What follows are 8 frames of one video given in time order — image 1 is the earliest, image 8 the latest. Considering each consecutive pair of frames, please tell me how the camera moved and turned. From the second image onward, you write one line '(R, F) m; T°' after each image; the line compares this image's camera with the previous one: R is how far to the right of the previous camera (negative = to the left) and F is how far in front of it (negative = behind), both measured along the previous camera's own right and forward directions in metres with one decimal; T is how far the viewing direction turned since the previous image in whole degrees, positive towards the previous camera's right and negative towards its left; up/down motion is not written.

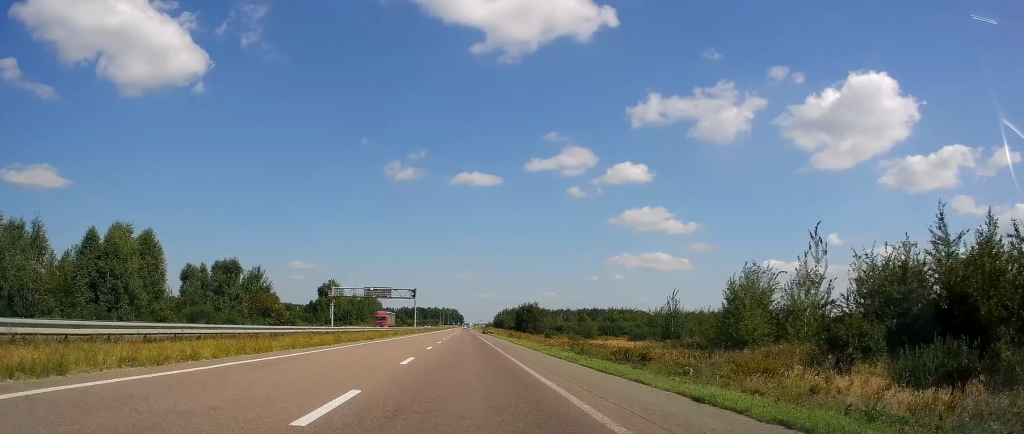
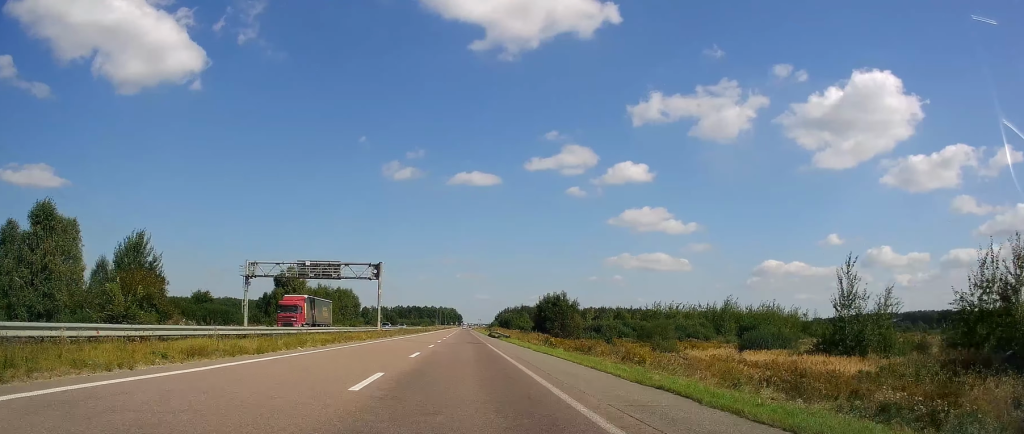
(+0.4, +46.1) m; +1°
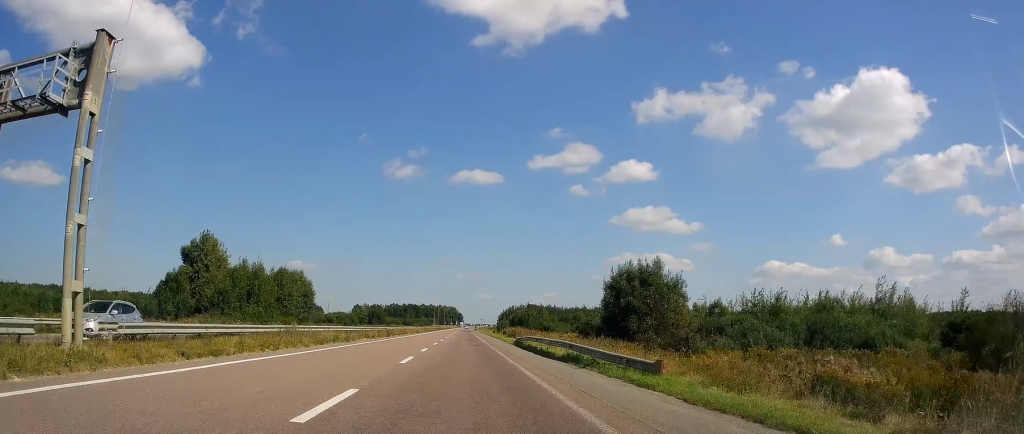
(0.0, +53.1) m; 0°
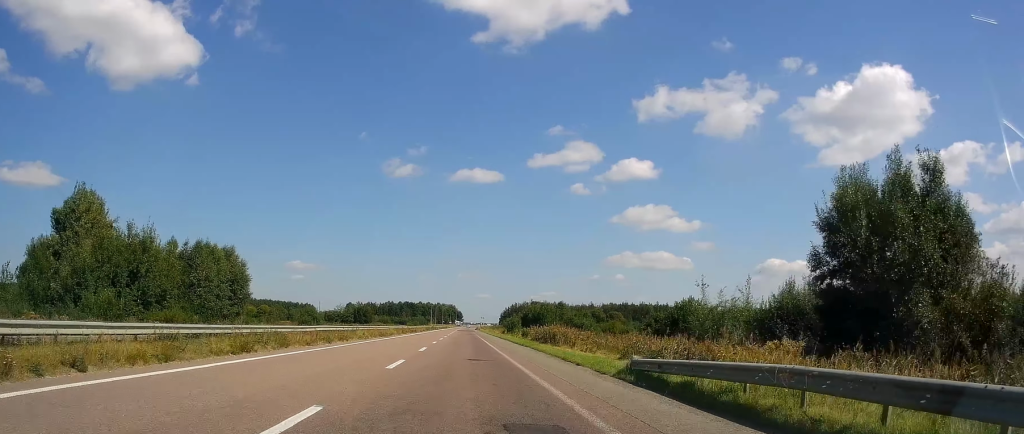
(-0.1, +32.0) m; 0°
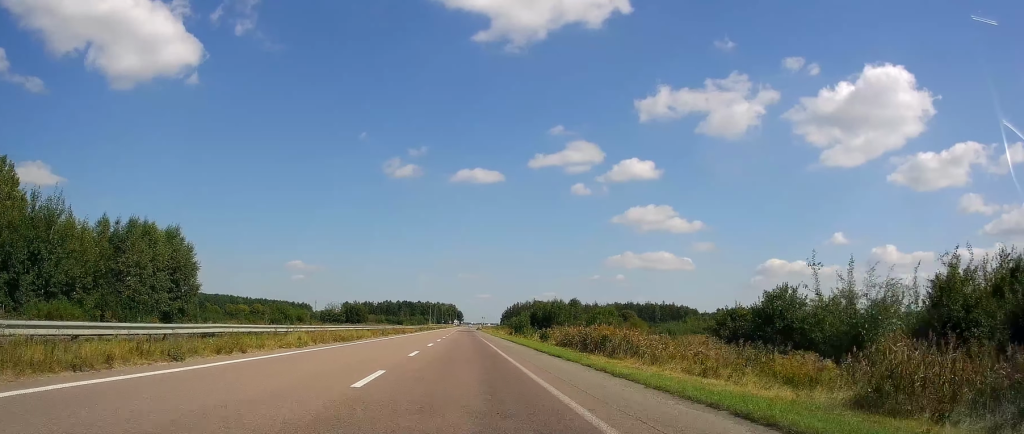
(0.0, +14.3) m; 0°
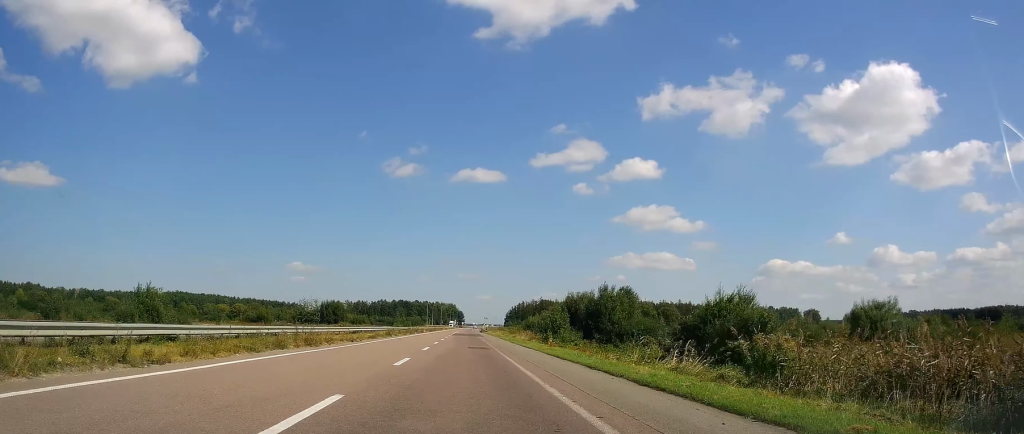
(-0.1, +30.6) m; 0°
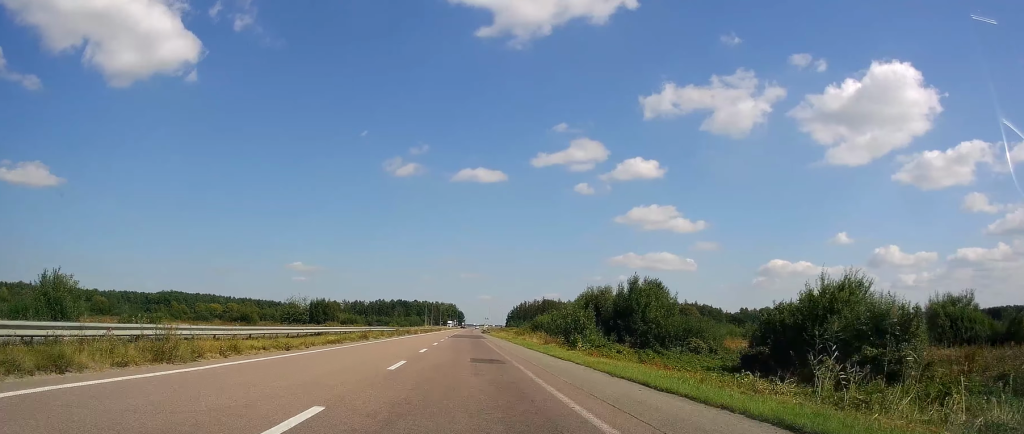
(-0.1, +10.4) m; 0°
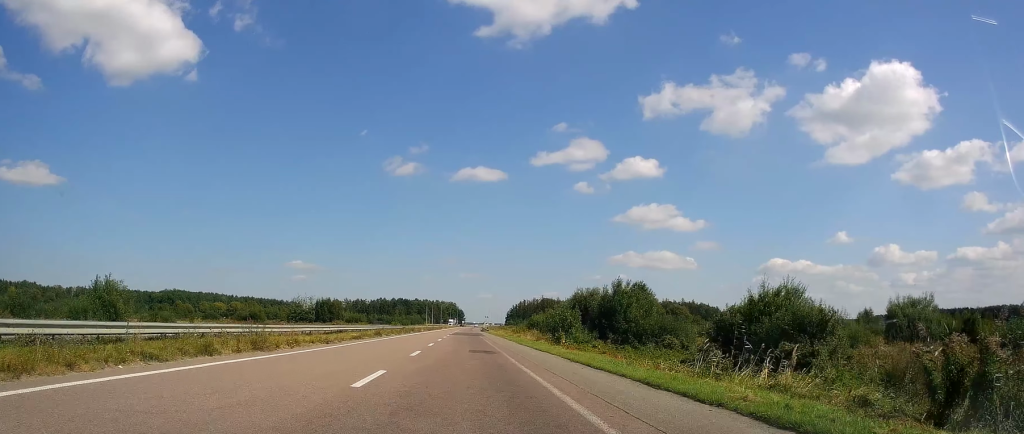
(-0.1, +20.6) m; 0°
